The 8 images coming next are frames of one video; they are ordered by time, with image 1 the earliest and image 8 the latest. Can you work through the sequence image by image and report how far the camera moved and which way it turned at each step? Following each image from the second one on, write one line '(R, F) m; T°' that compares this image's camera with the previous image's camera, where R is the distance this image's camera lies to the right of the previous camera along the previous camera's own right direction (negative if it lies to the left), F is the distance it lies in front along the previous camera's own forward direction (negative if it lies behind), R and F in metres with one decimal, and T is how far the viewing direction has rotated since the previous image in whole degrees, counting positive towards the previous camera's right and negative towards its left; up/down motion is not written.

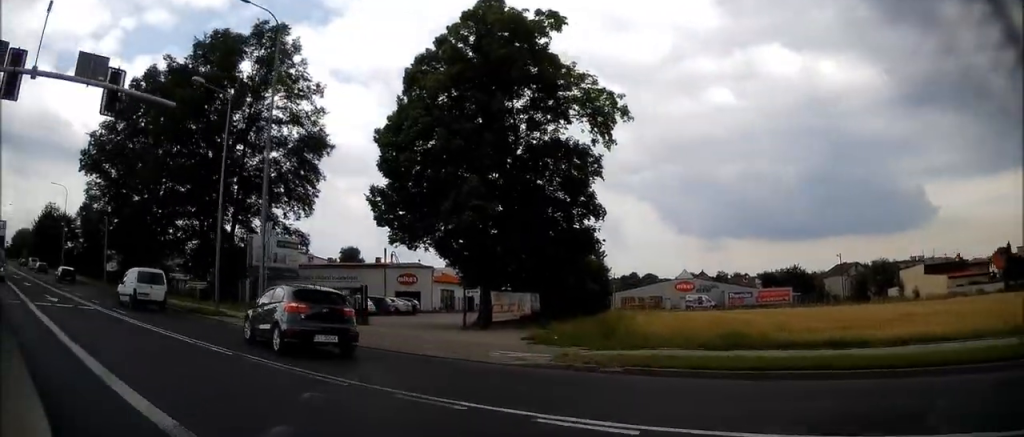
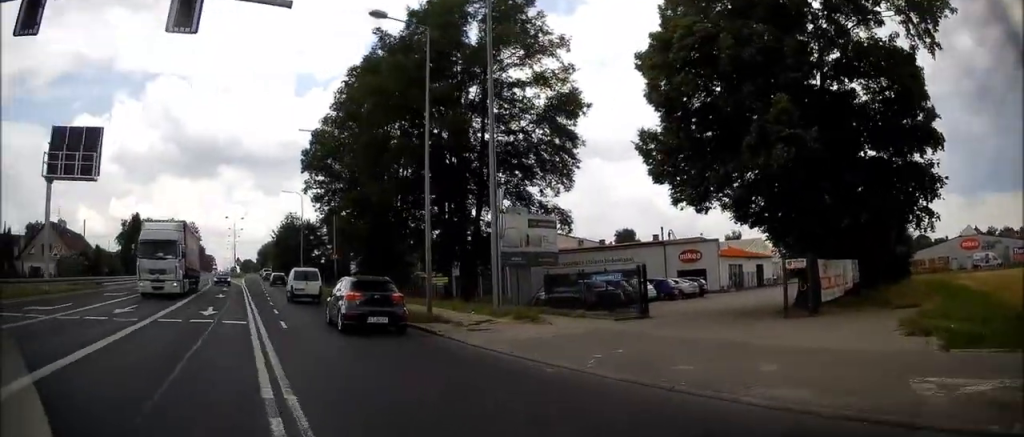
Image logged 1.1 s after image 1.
(-1.6, +7.4) m; -22°
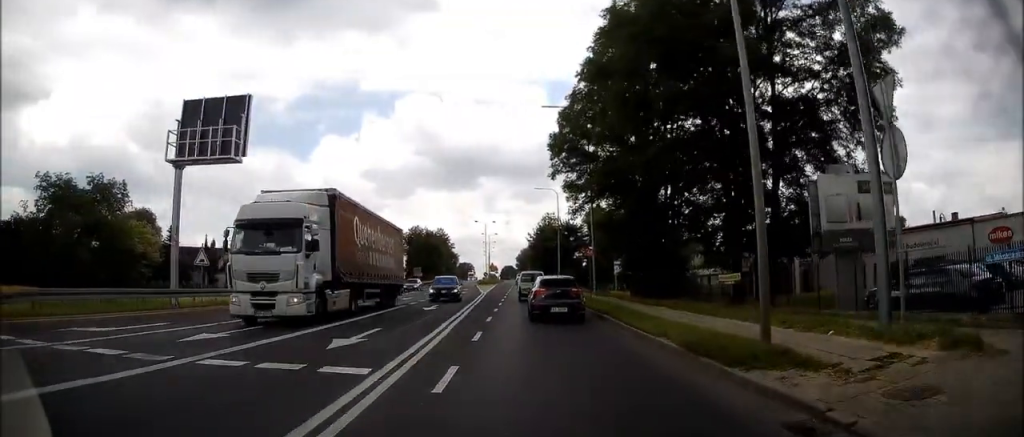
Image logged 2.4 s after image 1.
(-2.2, +10.3) m; -21°
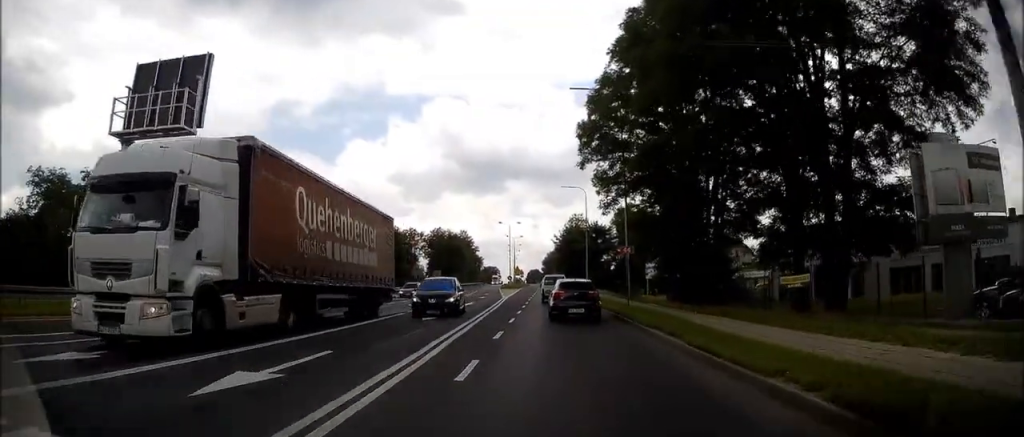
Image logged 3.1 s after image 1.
(-0.4, +5.7) m; -5°
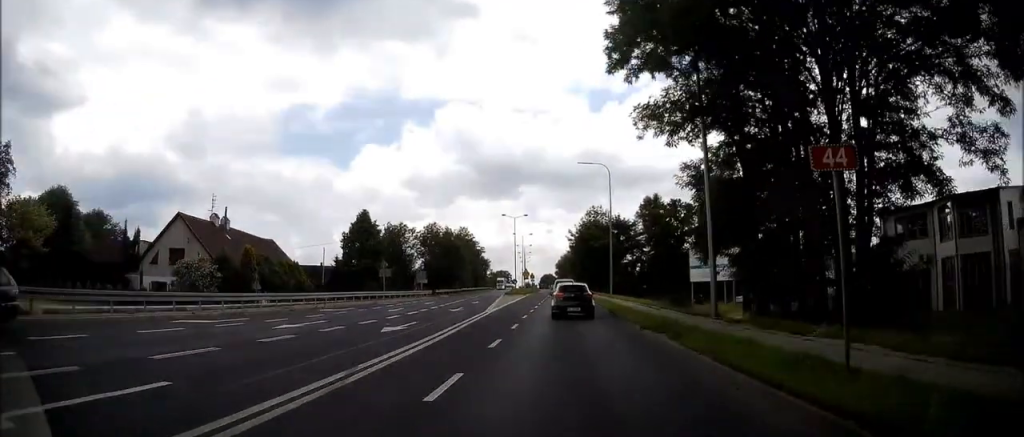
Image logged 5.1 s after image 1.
(-1.1, +20.3) m; -5°
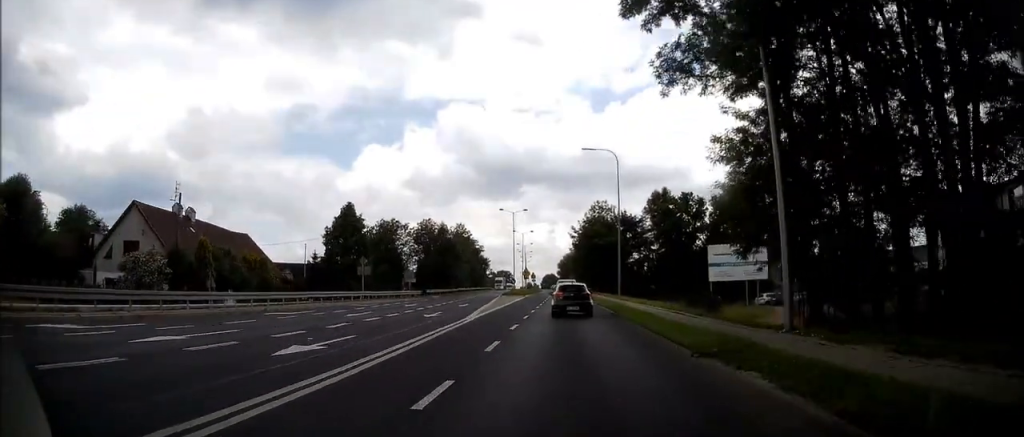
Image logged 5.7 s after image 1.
(-0.1, +6.7) m; -1°
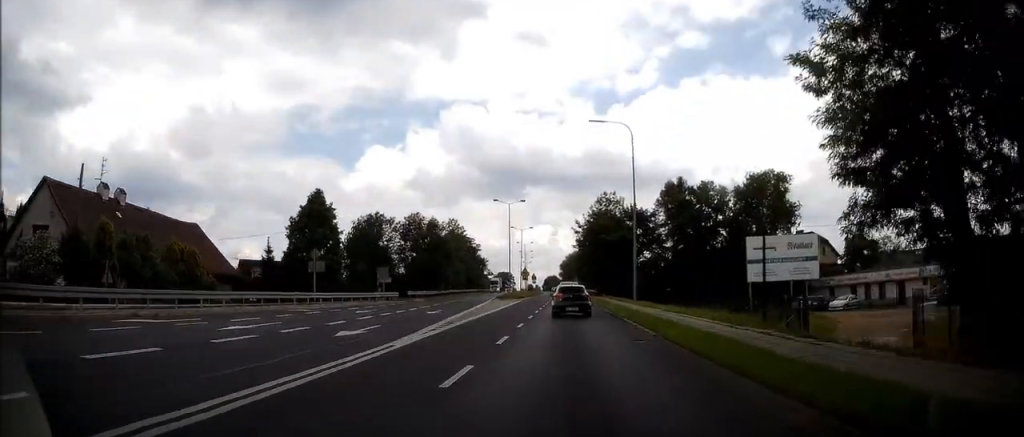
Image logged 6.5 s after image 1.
(+0.1, +10.4) m; +1°
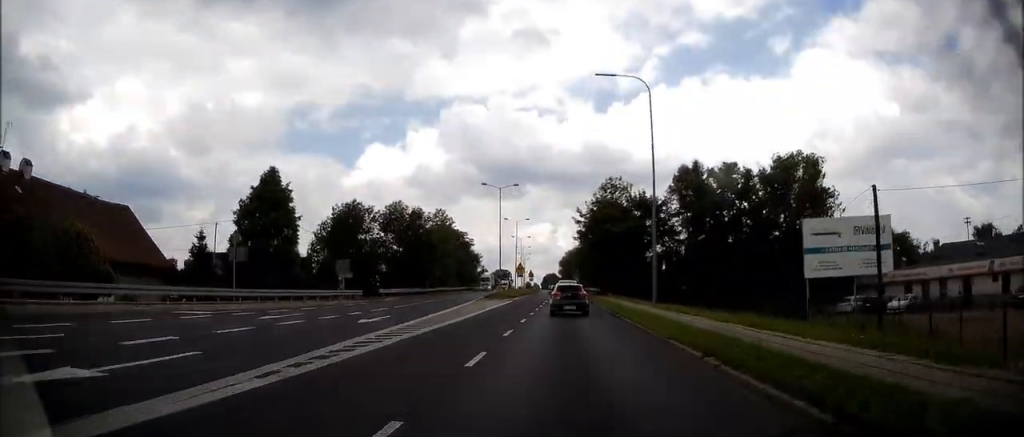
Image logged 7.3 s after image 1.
(+0.1, +10.2) m; 0°
